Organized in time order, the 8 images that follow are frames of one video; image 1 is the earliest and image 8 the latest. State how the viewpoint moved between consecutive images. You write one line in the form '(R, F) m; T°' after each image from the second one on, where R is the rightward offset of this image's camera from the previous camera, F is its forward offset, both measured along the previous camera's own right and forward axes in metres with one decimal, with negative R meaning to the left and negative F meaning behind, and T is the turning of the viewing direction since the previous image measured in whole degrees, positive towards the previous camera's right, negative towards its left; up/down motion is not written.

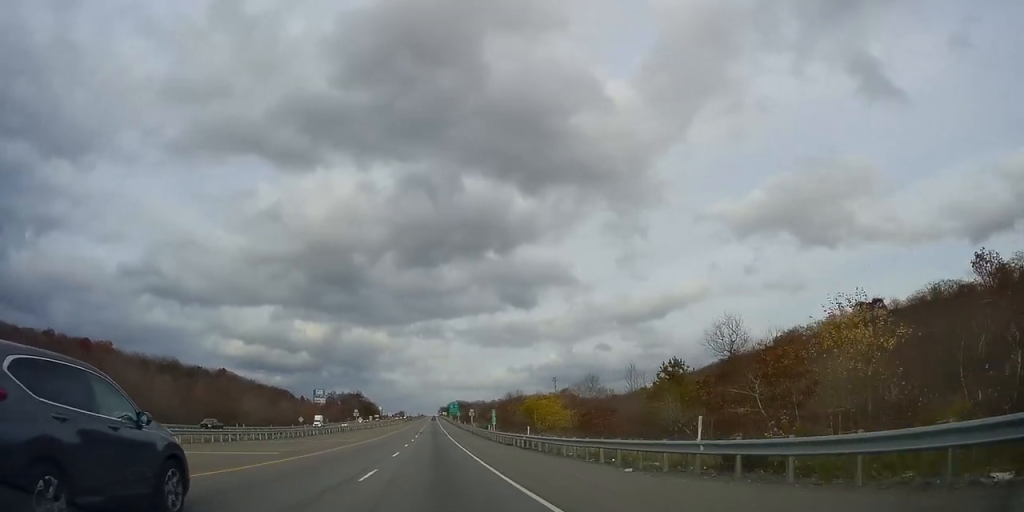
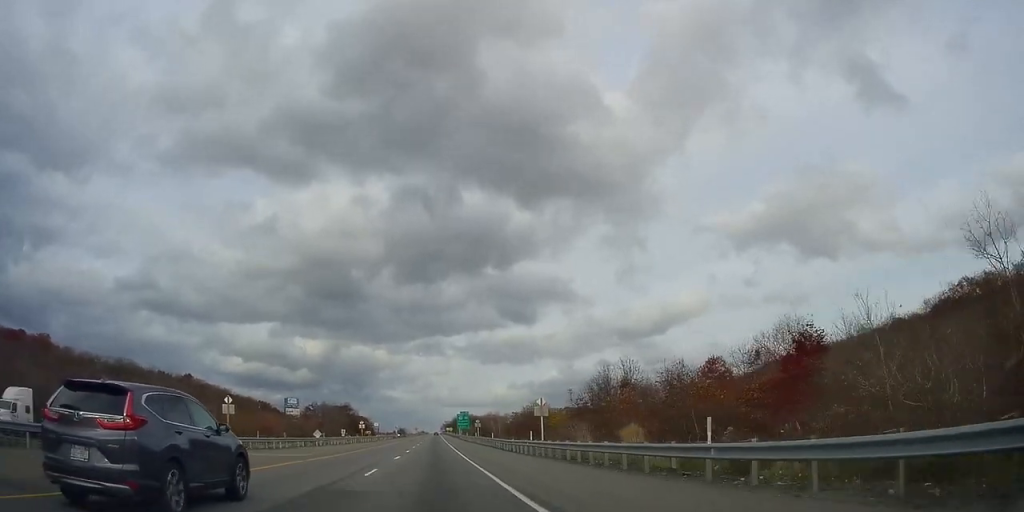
(+0.4, +70.7) m; 0°
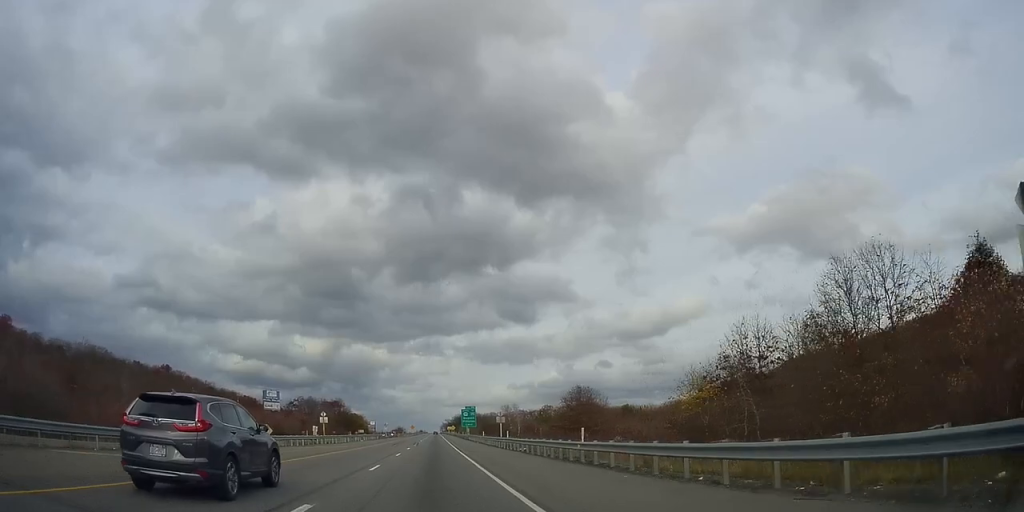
(-0.5, +35.0) m; -1°
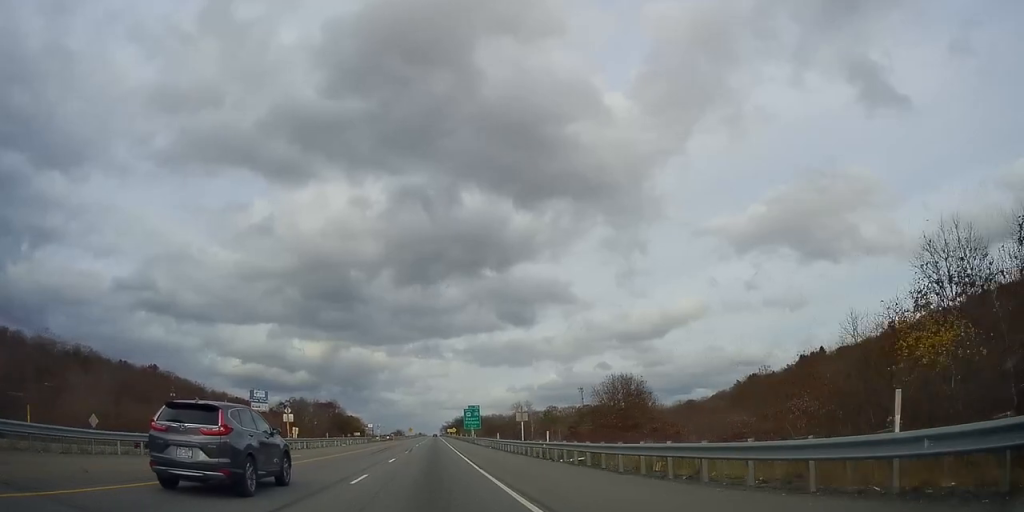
(-0.2, +16.2) m; +1°
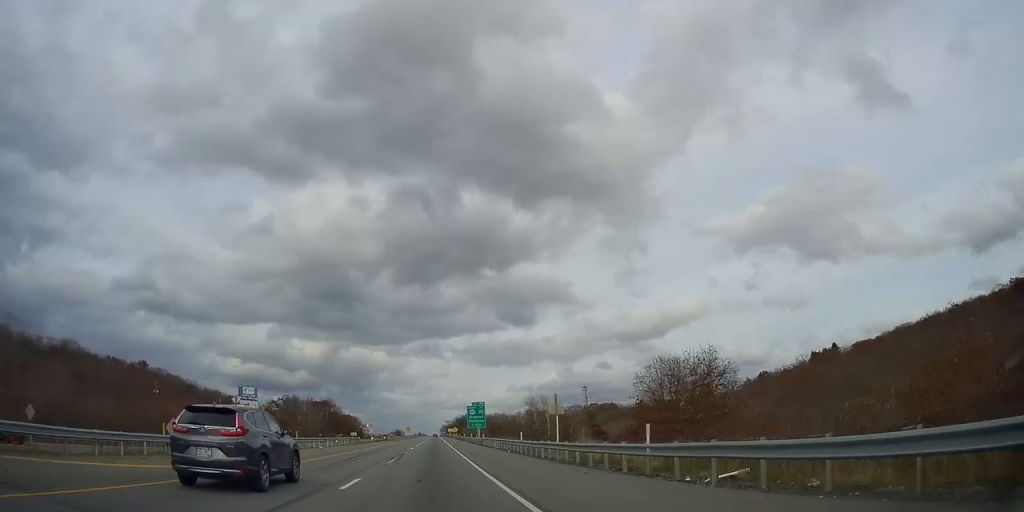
(0.0, +13.8) m; 0°
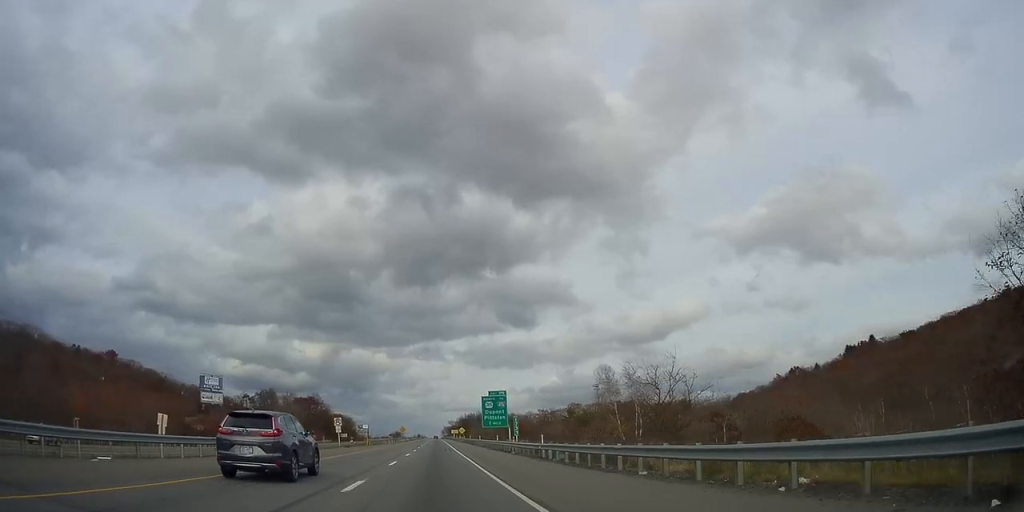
(+0.3, +37.0) m; 0°
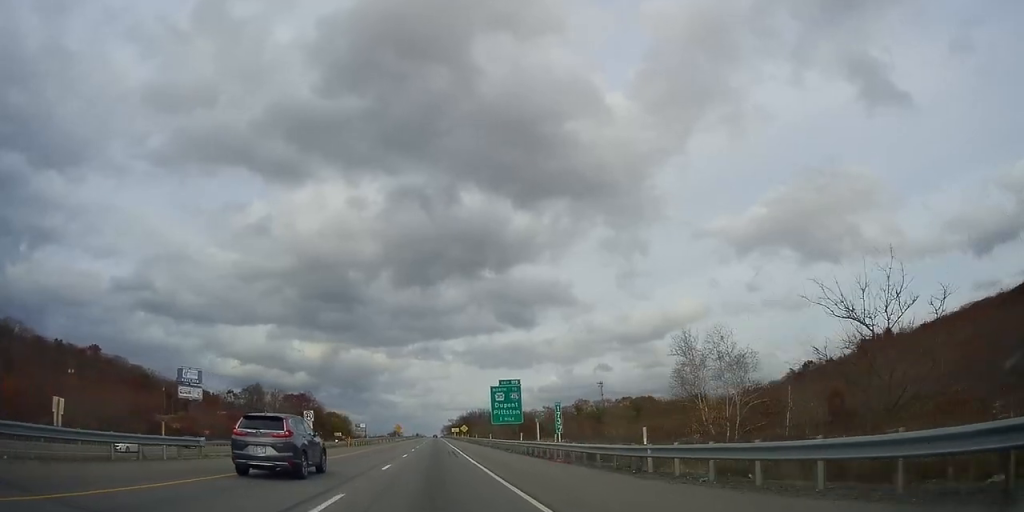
(-0.5, +15.8) m; 0°
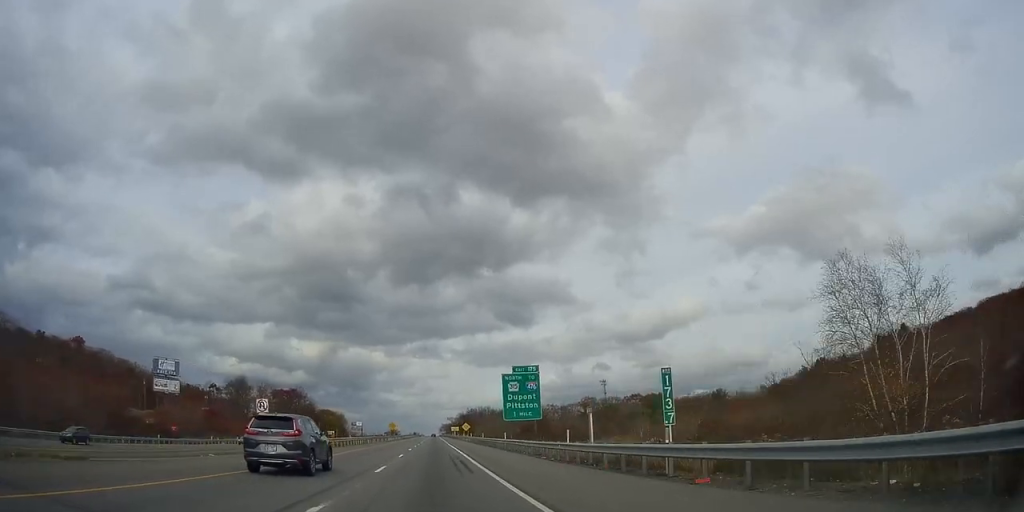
(+0.3, +14.3) m; 0°
